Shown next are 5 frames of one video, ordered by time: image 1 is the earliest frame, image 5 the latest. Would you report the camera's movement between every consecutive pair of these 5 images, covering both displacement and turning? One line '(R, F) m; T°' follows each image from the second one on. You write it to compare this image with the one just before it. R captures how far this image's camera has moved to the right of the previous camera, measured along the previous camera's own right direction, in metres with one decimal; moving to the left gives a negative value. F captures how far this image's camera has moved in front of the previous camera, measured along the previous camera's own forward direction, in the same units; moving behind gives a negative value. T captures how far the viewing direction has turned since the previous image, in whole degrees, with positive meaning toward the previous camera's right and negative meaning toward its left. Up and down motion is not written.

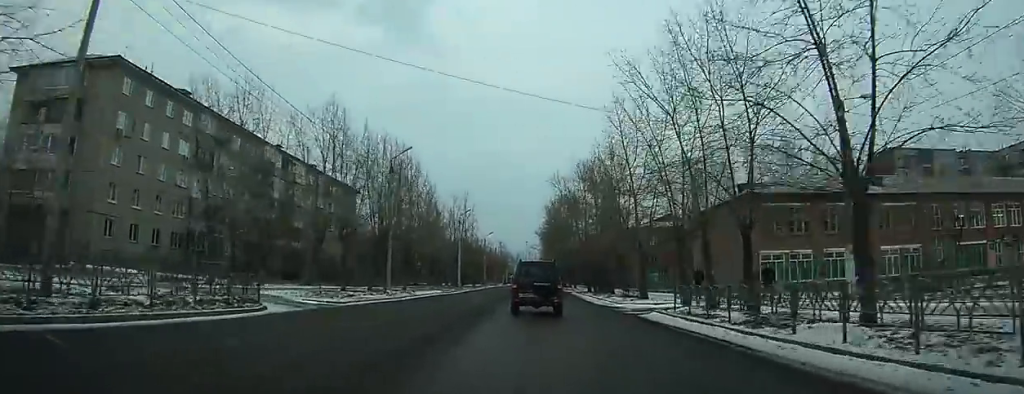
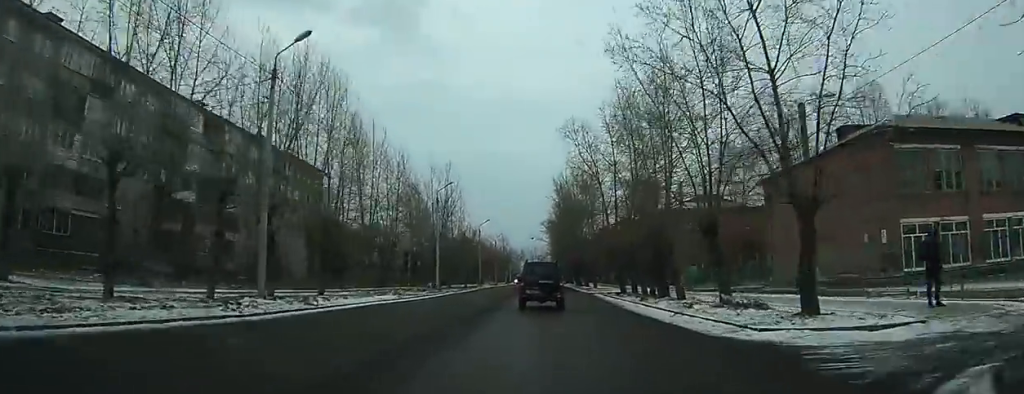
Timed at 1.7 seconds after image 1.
(+0.2, +19.8) m; +1°
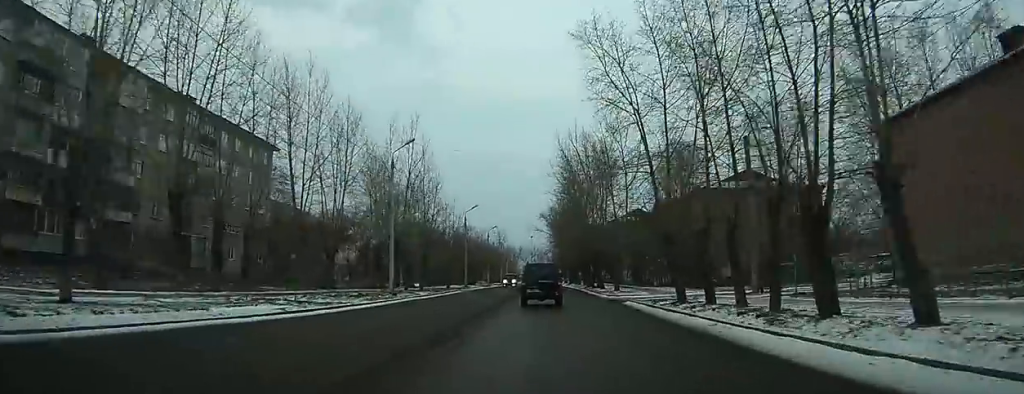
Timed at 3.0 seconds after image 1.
(0.0, +16.8) m; +1°
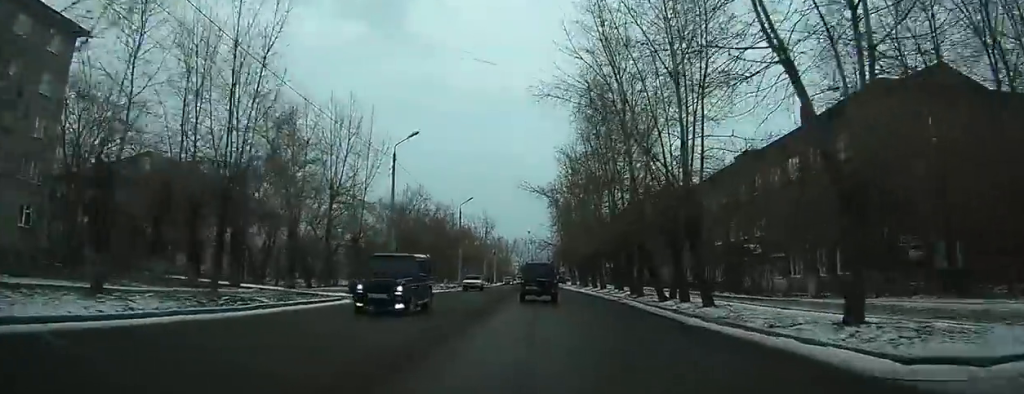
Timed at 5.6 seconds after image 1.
(+0.5, +34.6) m; +1°
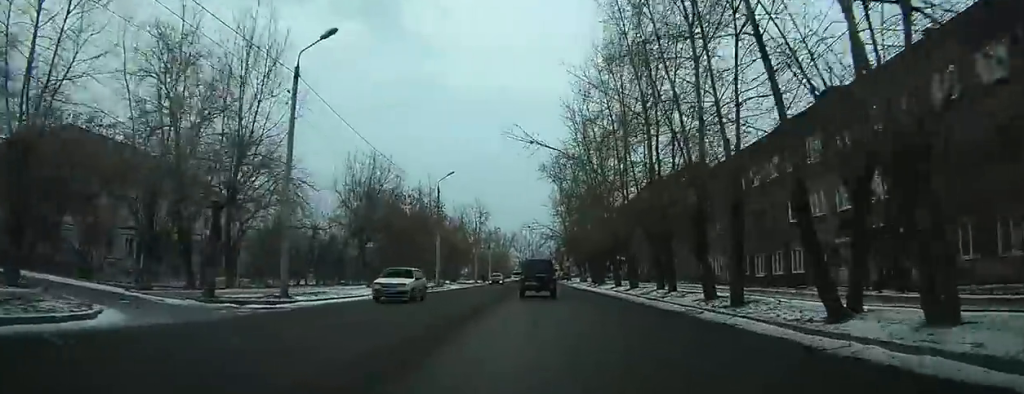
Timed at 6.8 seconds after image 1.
(0.0, +15.1) m; 0°
